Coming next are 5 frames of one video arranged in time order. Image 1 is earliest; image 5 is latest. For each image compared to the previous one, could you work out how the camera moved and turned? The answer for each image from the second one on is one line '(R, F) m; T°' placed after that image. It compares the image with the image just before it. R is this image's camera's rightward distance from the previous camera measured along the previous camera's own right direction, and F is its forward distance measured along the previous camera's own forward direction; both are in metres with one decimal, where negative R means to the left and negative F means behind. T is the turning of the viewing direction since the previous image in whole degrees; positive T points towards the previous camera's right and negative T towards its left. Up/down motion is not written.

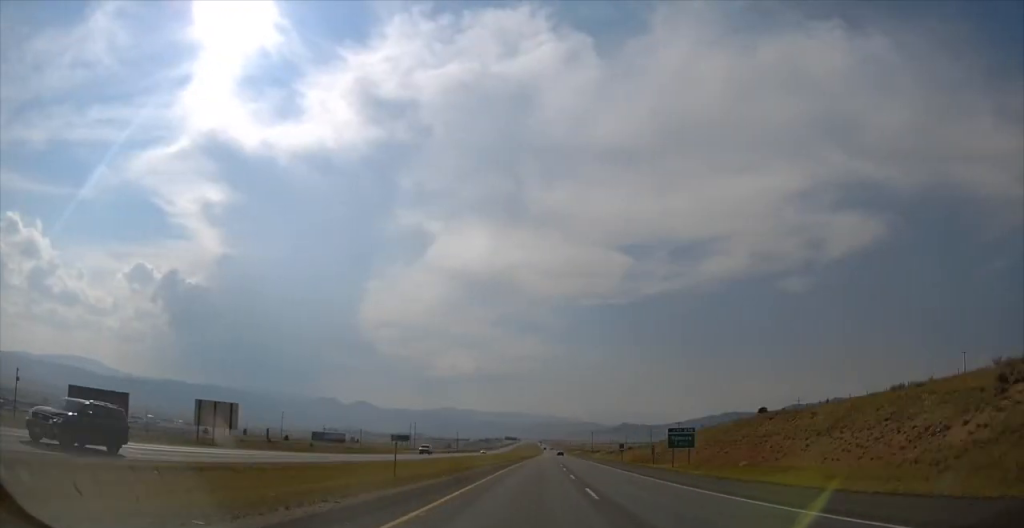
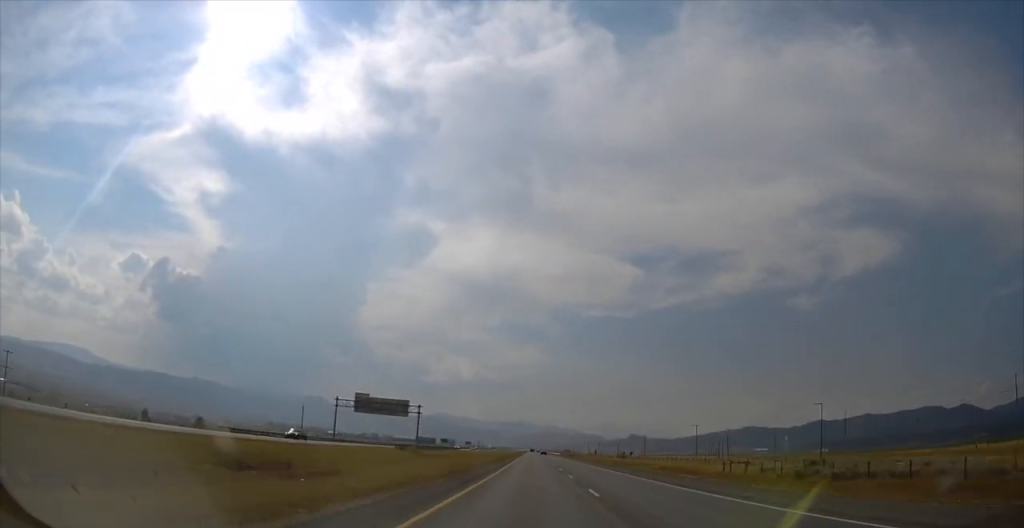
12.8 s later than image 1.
(+12.1, +459.5) m; +1°
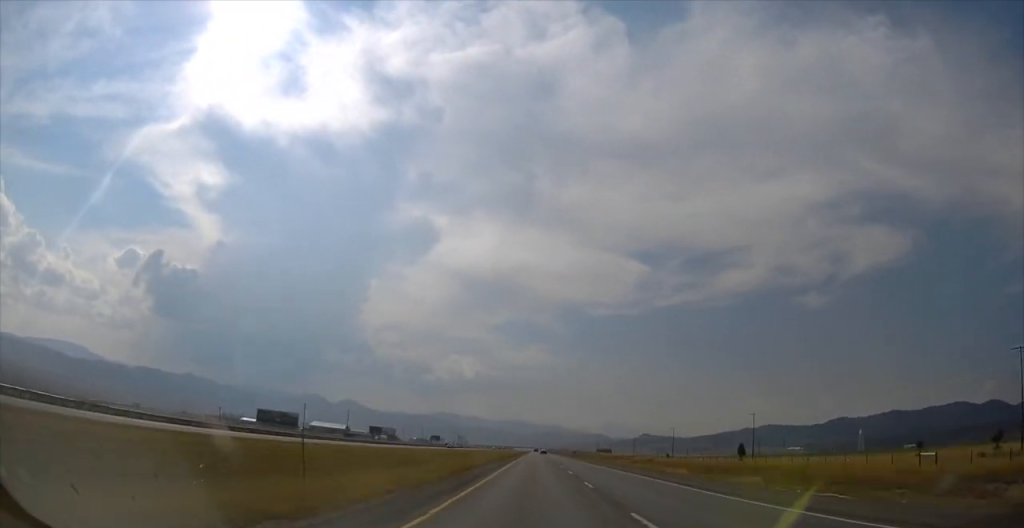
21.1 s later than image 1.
(-1.1, +297.0) m; 0°
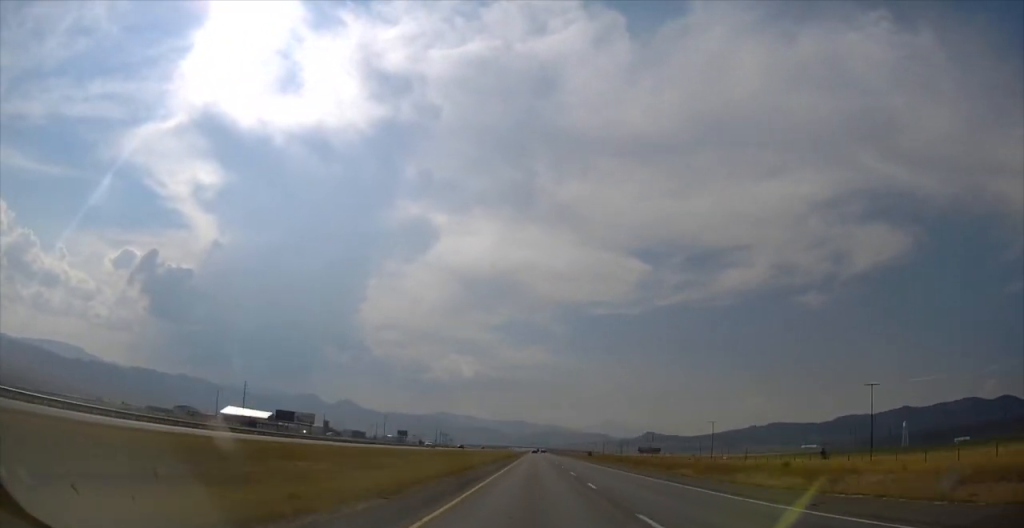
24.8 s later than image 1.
(0.0, +133.8) m; 0°
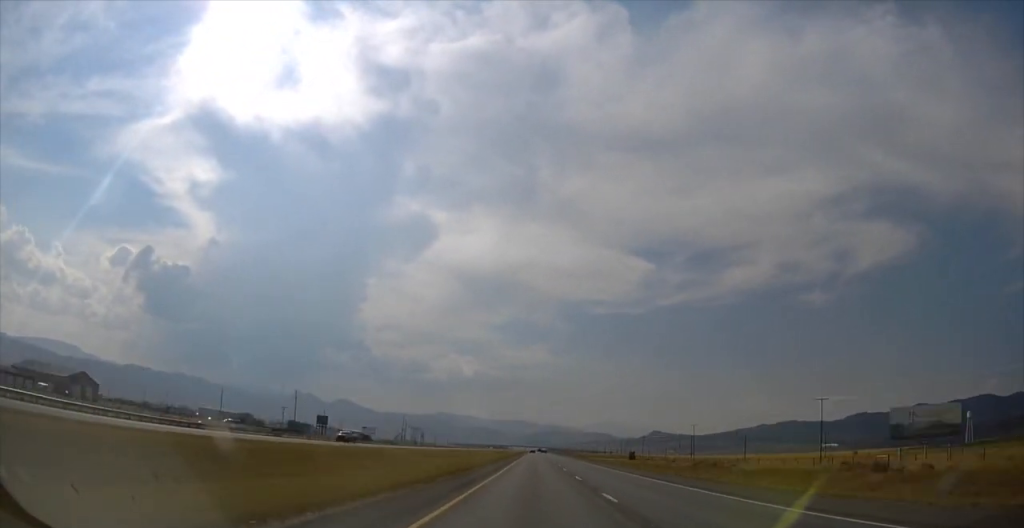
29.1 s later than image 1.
(+0.1, +153.0) m; 0°
